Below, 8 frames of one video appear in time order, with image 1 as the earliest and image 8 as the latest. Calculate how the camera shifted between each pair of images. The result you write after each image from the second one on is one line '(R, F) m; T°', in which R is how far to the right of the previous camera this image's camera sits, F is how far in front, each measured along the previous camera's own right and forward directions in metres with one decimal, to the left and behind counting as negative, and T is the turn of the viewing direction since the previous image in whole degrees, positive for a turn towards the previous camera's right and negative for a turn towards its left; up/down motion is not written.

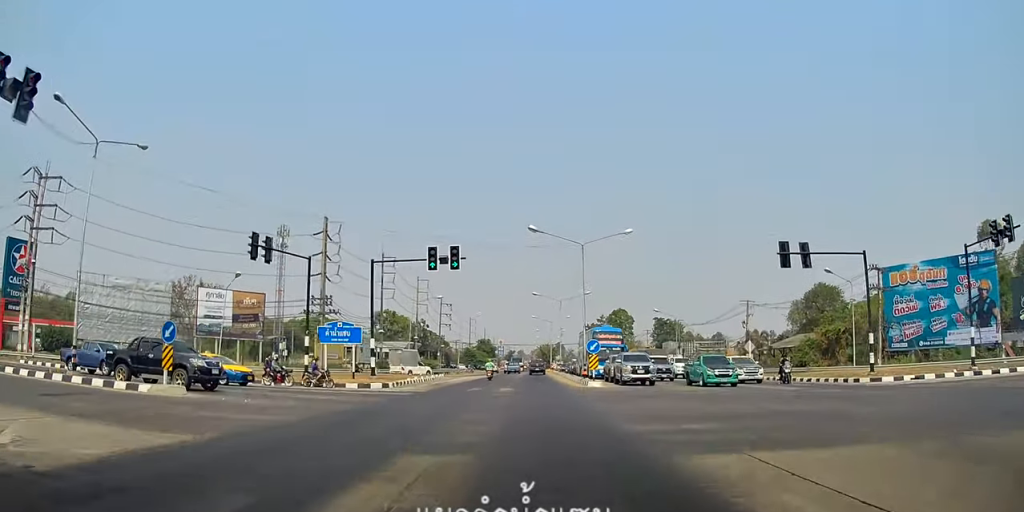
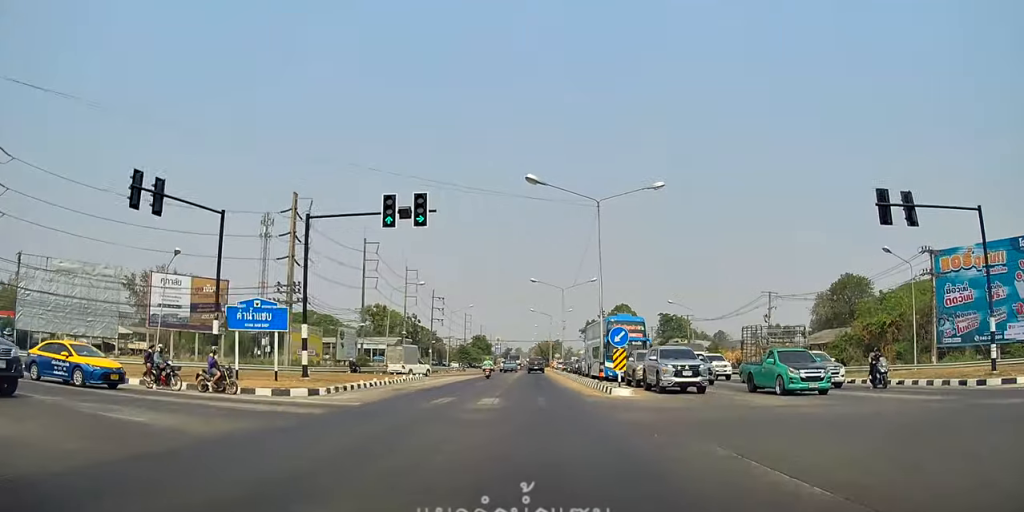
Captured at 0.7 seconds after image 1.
(0.0, +10.7) m; +2°
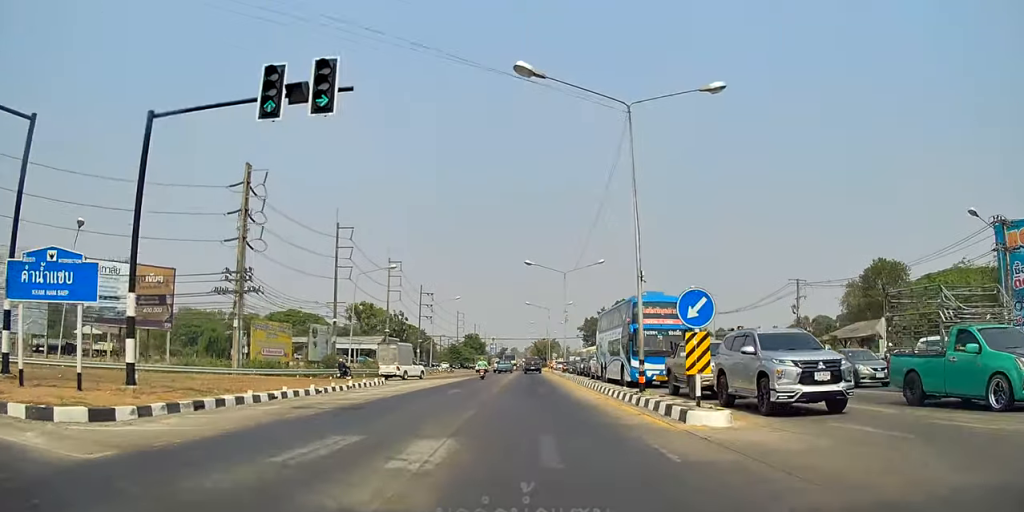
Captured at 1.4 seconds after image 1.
(+0.4, +12.3) m; +1°
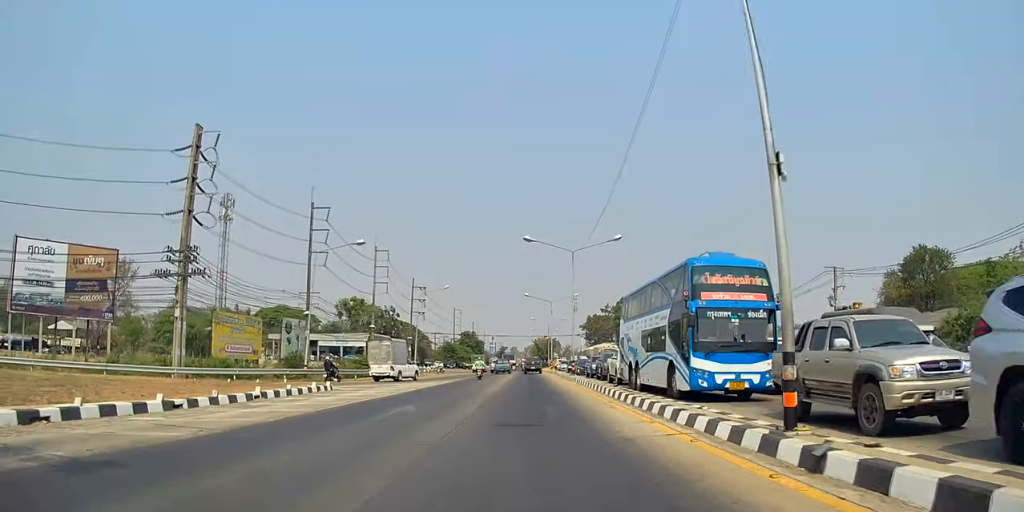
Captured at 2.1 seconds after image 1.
(0.0, +10.9) m; 0°
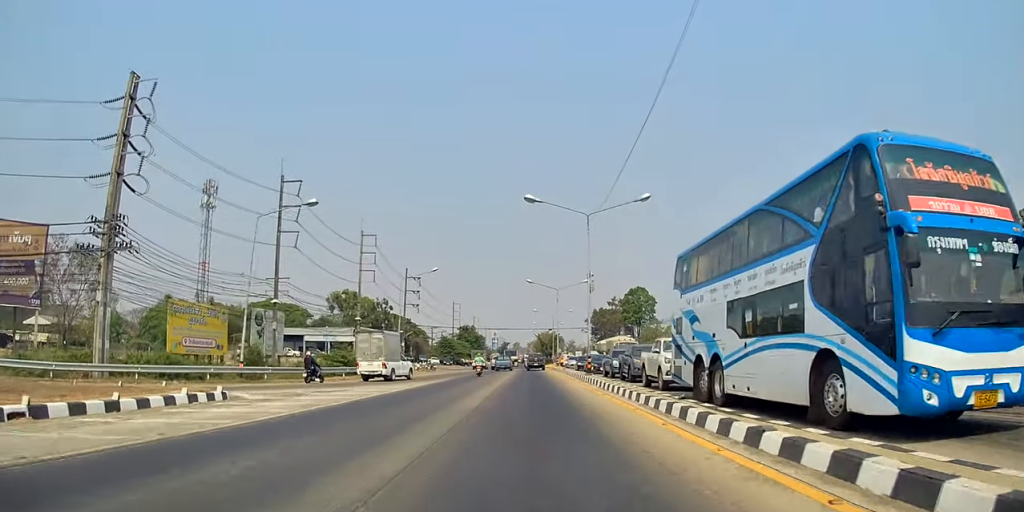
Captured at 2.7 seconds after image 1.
(-0.1, +10.9) m; -1°
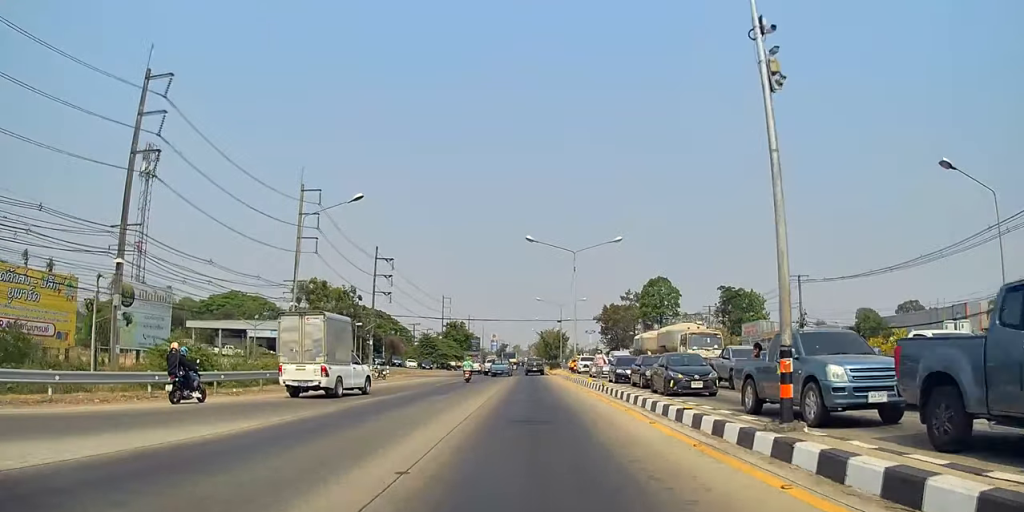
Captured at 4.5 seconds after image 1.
(-0.9, +27.5) m; -2°
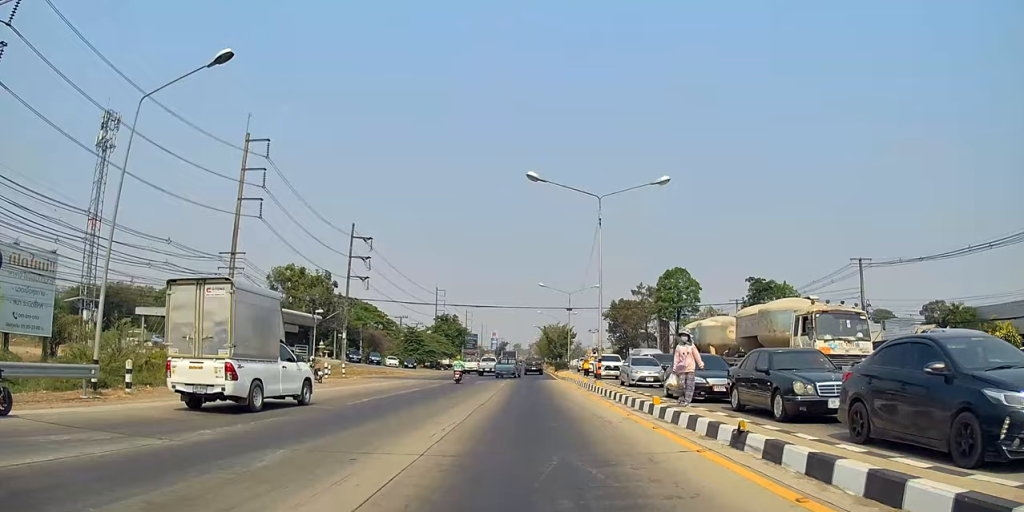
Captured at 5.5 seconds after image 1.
(+0.4, +16.0) m; +2°
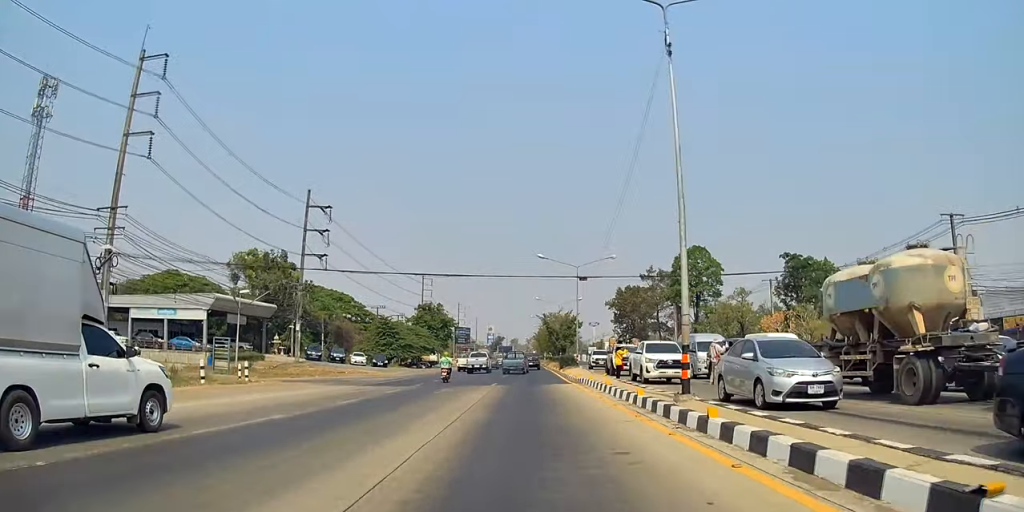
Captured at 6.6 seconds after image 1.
(+0.1, +16.6) m; -1°
